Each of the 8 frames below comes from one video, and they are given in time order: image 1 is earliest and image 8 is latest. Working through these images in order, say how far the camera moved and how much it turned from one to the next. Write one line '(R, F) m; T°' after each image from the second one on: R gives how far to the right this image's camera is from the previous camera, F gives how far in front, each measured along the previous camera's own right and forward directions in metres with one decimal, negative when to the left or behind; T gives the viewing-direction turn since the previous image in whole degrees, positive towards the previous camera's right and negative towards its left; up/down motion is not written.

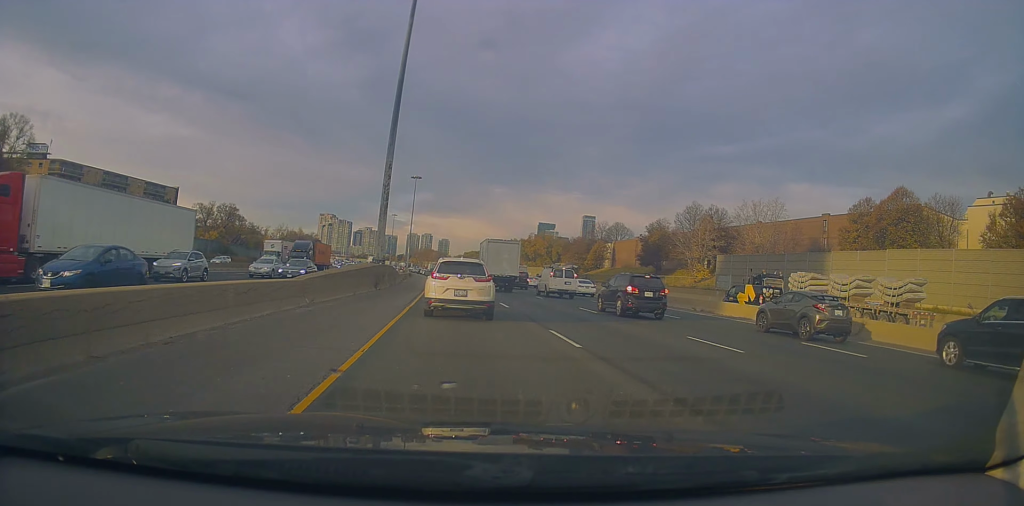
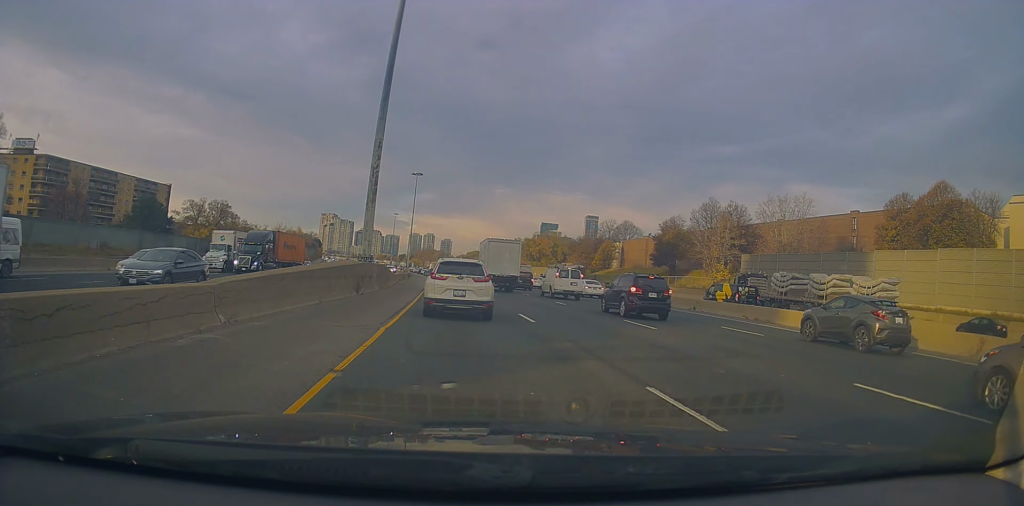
(+0.1, +7.1) m; +2°
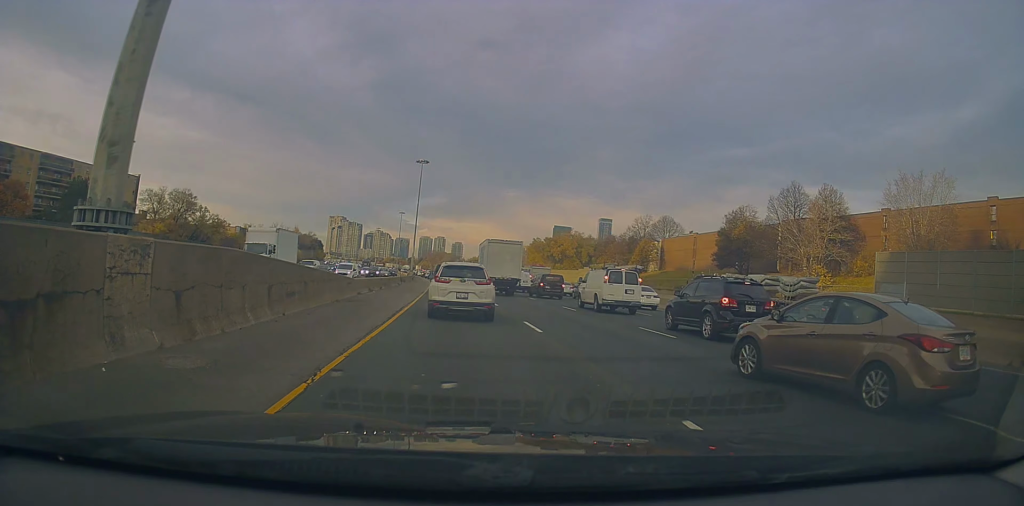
(+0.6, +26.1) m; -1°
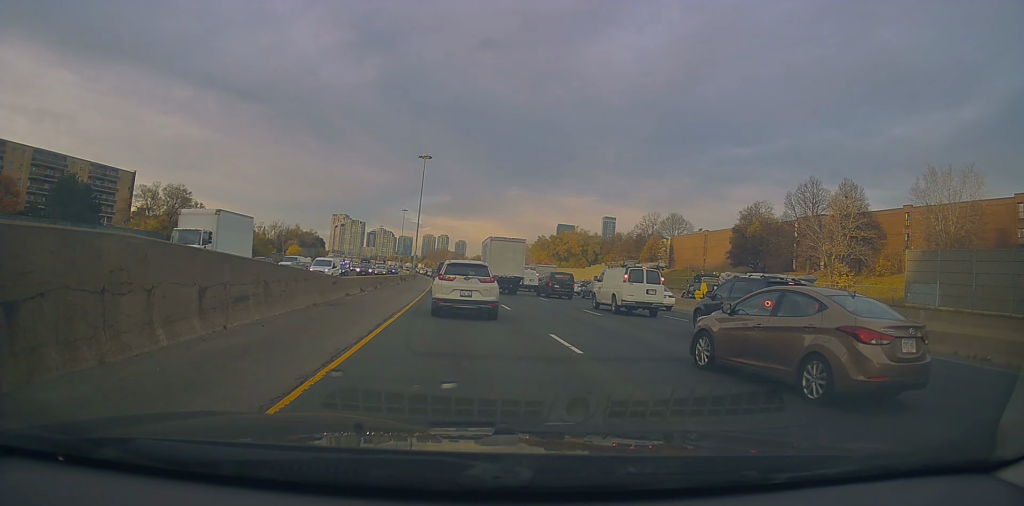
(0.0, +3.8) m; -2°
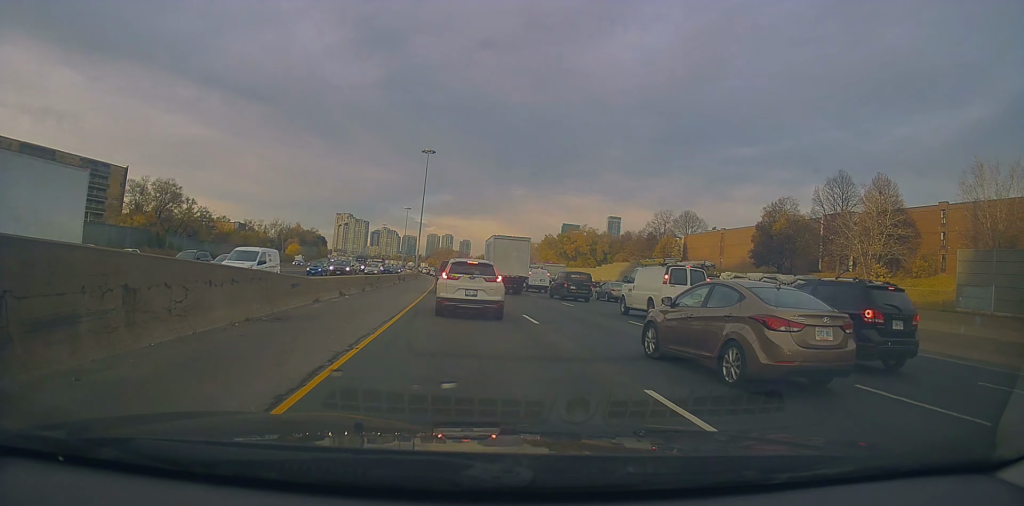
(-0.1, +5.9) m; -2°
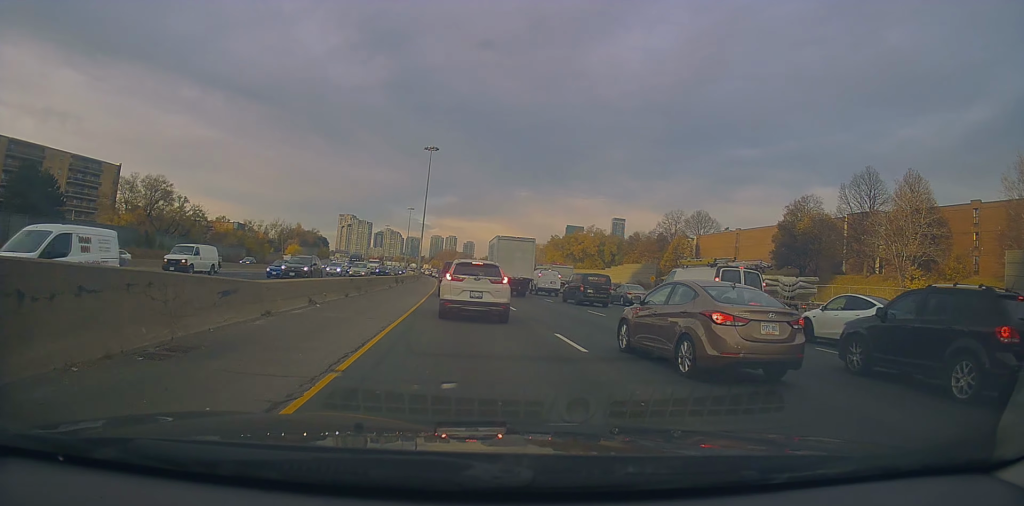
(-0.4, +5.1) m; 0°
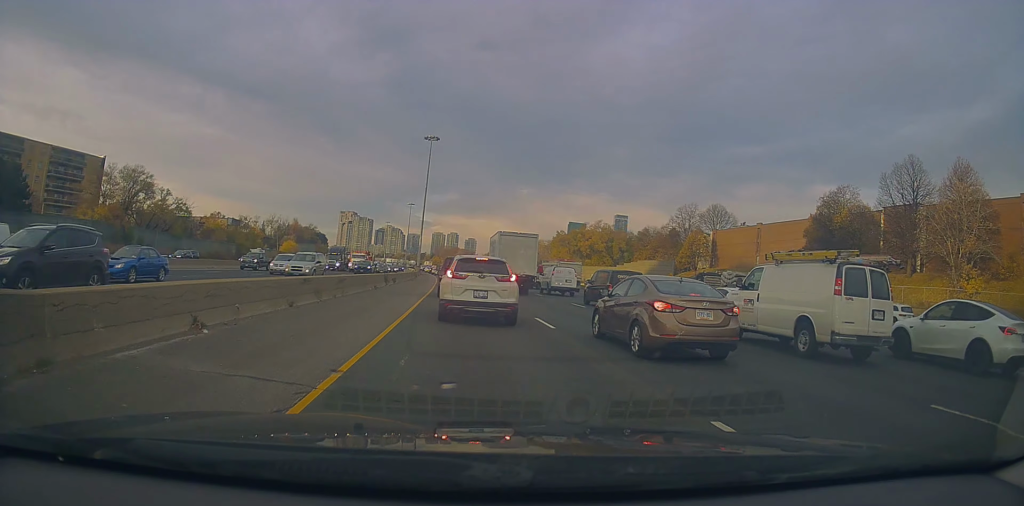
(+0.5, +8.9) m; +3°
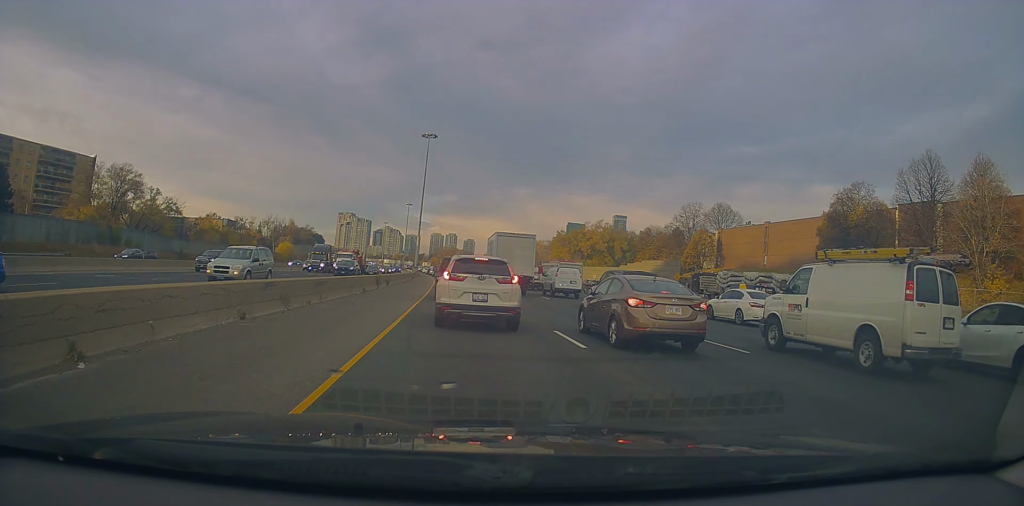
(+0.1, +3.9) m; 0°
